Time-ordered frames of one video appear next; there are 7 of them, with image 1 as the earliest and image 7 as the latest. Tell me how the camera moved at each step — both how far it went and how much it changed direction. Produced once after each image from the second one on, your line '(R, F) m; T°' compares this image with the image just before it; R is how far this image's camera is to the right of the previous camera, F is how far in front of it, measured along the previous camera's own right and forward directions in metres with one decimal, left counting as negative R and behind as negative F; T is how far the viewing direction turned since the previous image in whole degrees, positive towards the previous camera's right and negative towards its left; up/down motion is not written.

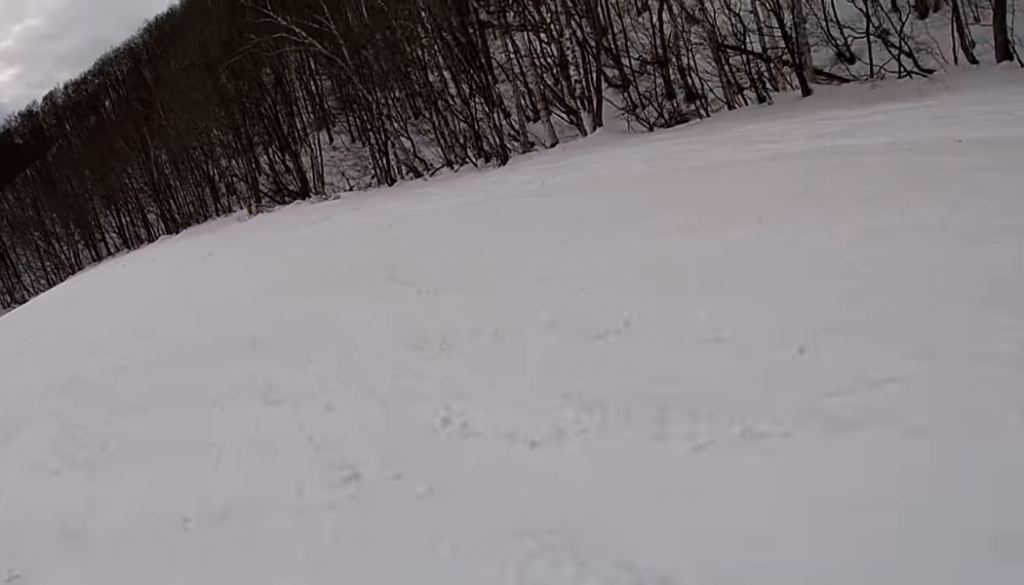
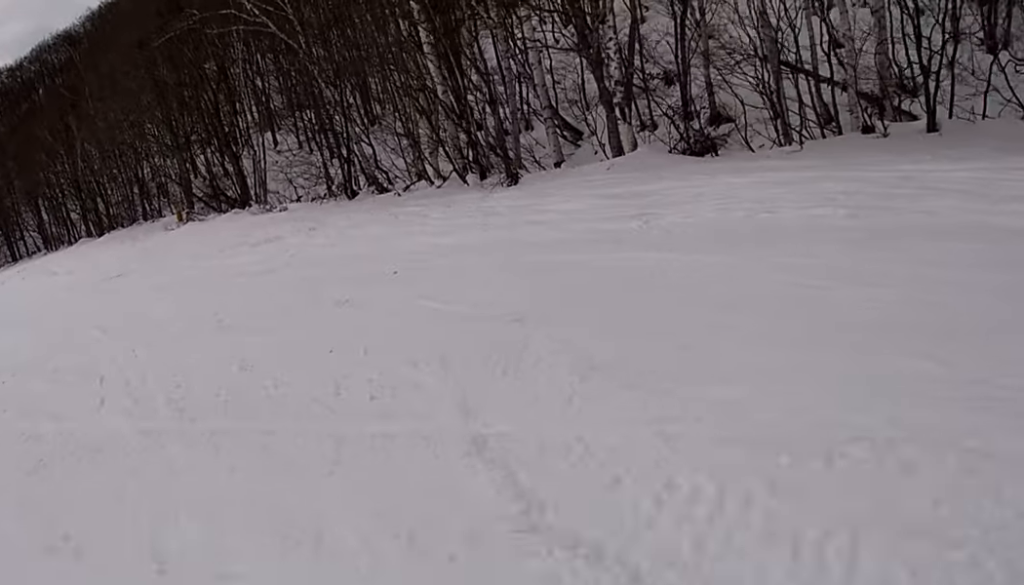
(0.0, +4.7) m; -10°
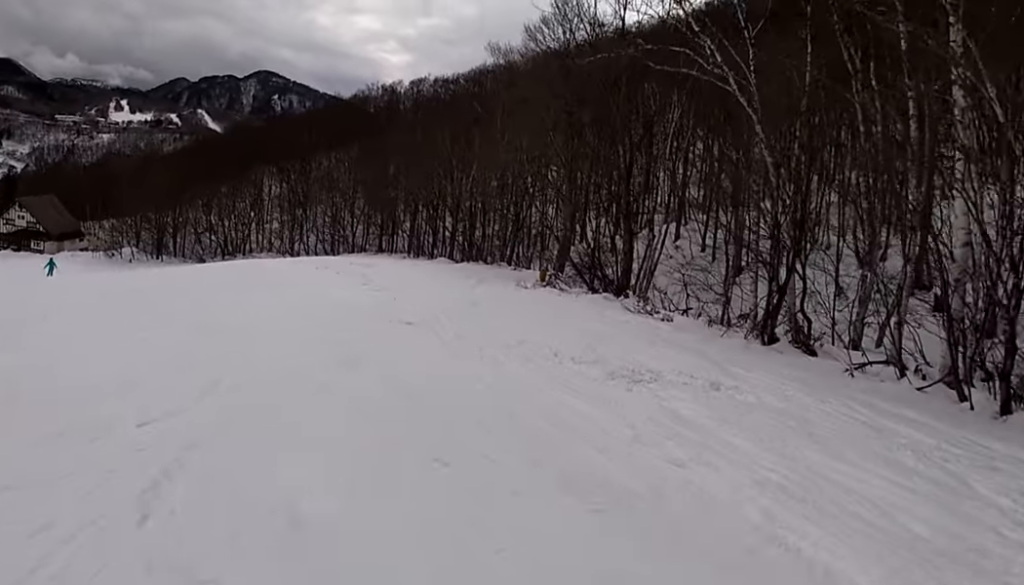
(-1.4, +6.1) m; -24°
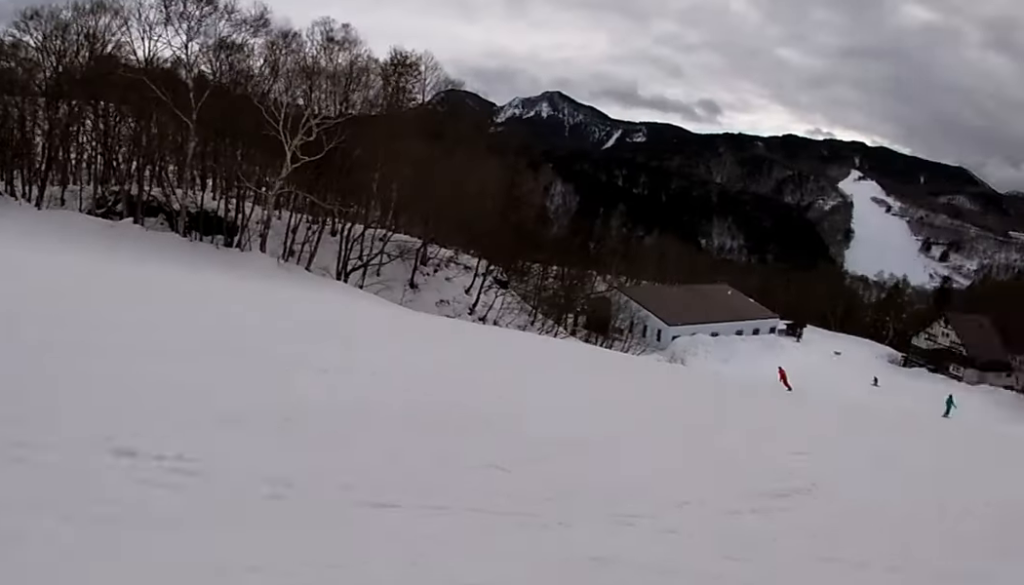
(-3.1, +8.8) m; -30°
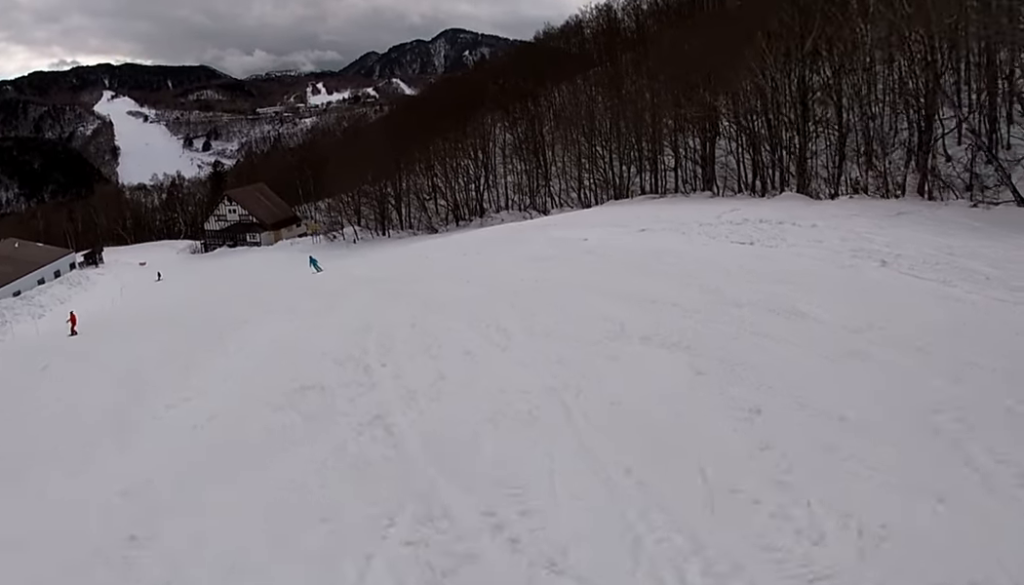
(+0.9, +6.6) m; +29°
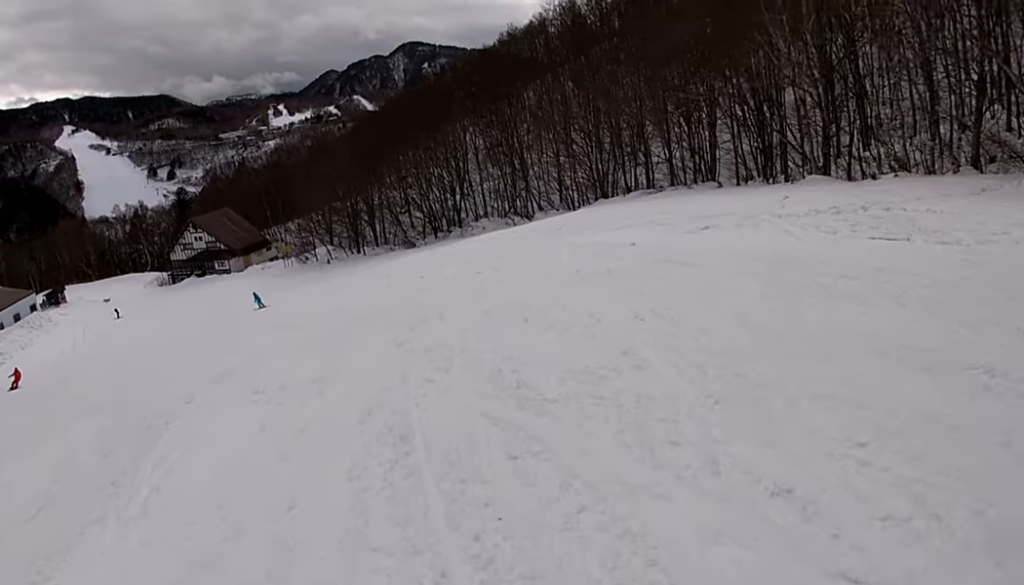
(+1.4, +5.5) m; +3°
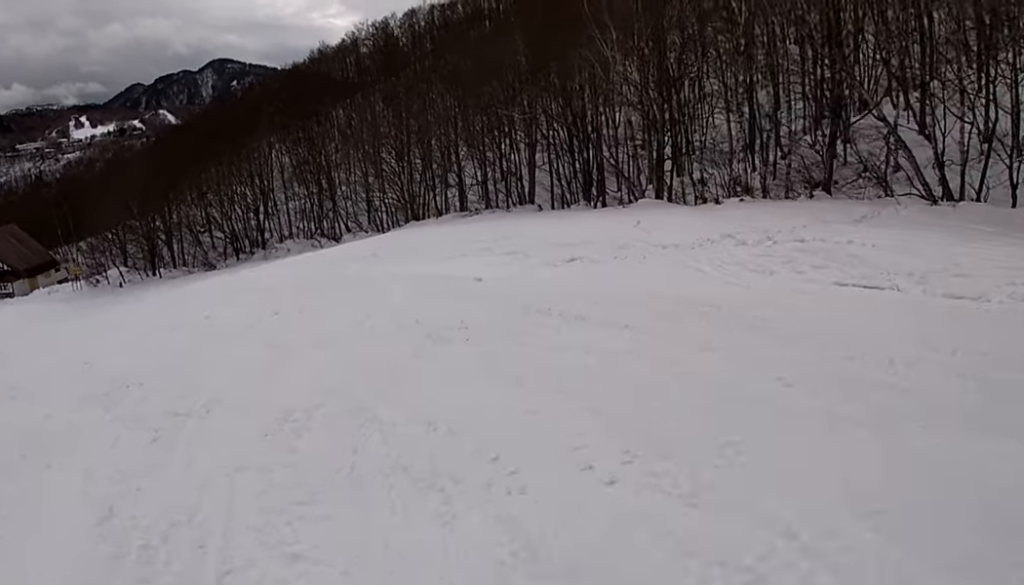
(-1.0, +5.1) m; -20°
